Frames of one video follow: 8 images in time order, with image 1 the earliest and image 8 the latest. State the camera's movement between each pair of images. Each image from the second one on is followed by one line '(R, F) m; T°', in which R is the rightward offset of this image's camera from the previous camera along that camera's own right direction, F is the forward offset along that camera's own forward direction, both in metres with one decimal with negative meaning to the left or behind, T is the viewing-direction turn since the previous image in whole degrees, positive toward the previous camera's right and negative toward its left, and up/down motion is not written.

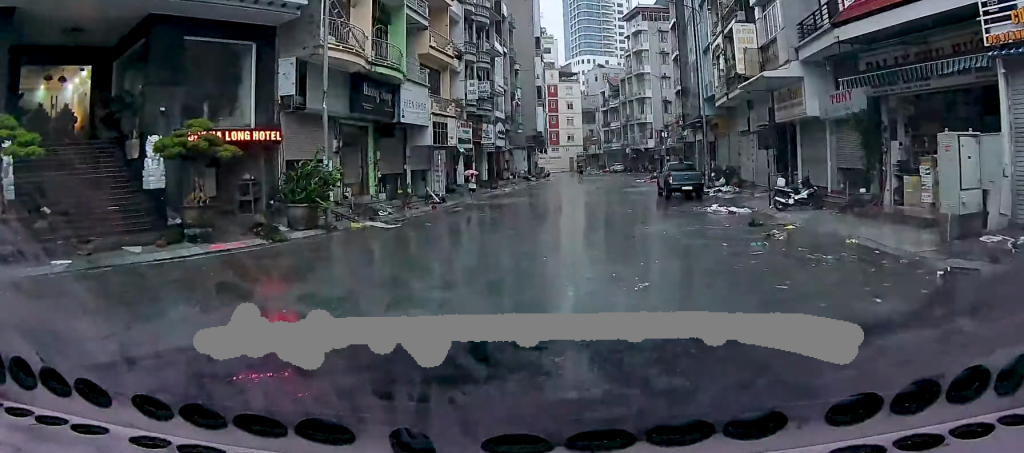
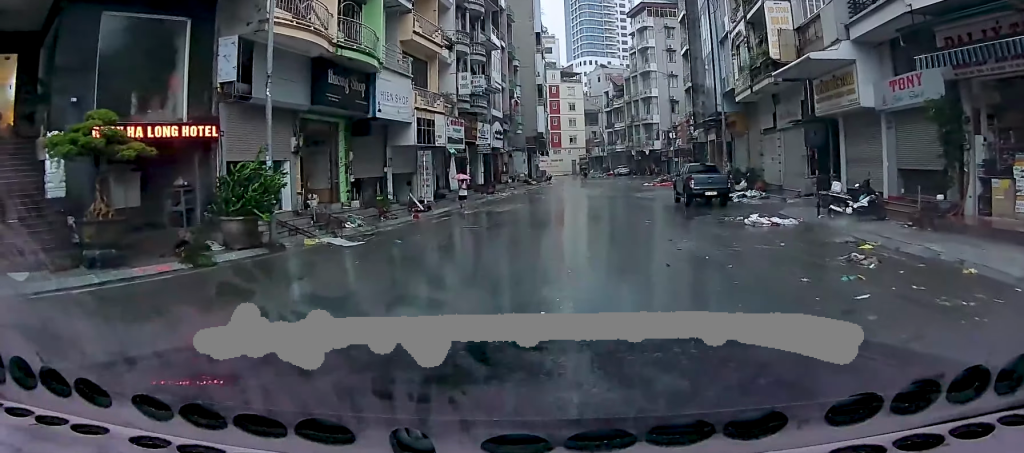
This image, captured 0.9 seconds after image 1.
(-0.1, +4.0) m; -2°
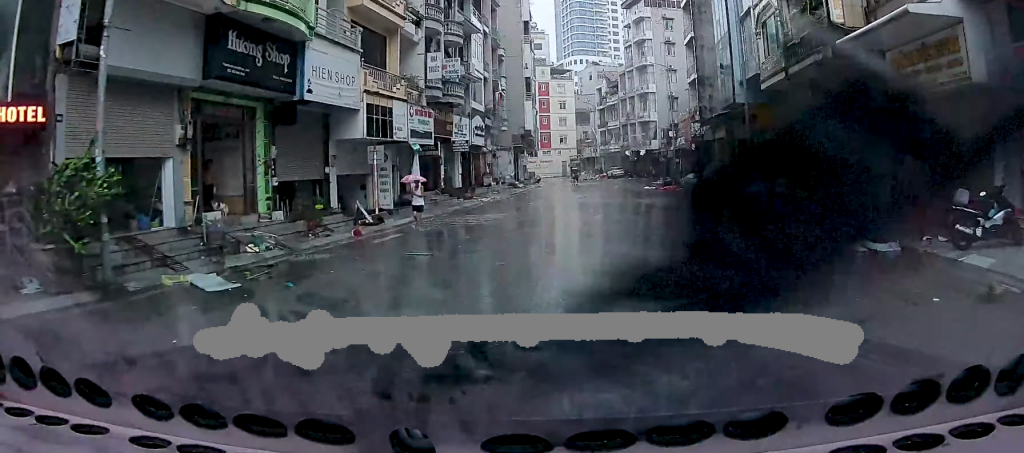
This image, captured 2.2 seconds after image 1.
(-0.1, +5.9) m; +2°
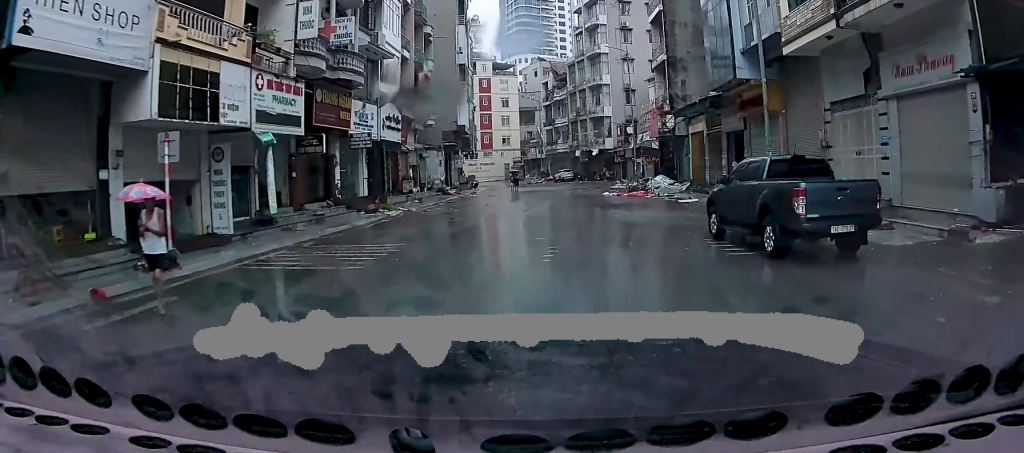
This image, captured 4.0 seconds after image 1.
(+0.6, +9.2) m; +8°
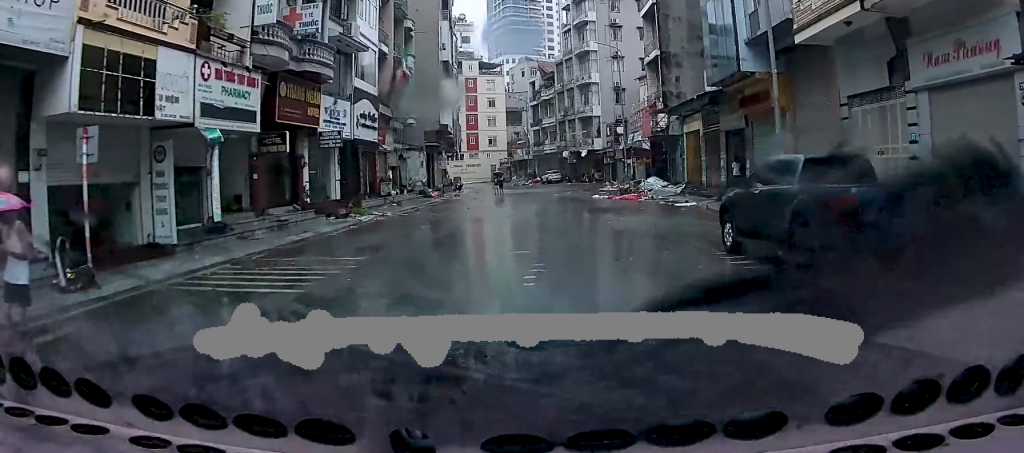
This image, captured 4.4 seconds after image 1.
(+0.1, +2.1) m; +1°
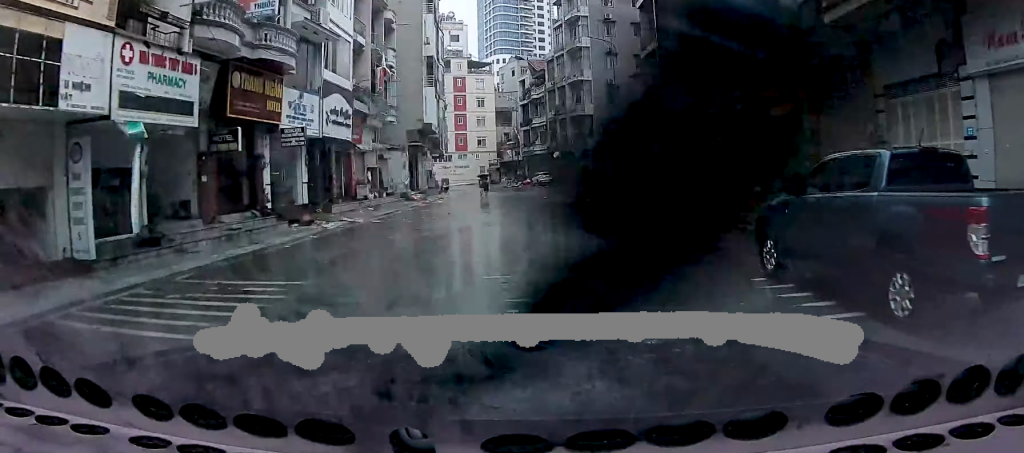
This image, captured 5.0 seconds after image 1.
(0.0, +2.7) m; 0°
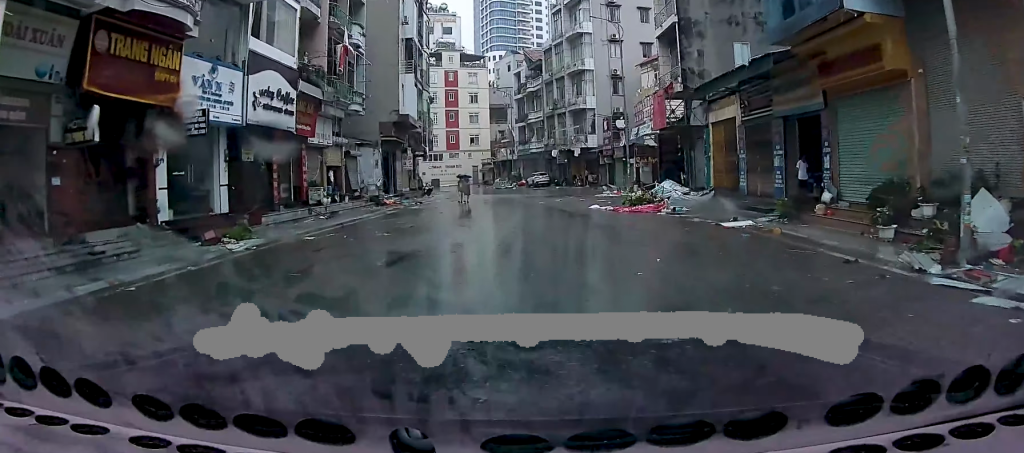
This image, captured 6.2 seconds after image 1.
(0.0, +6.4) m; +1°
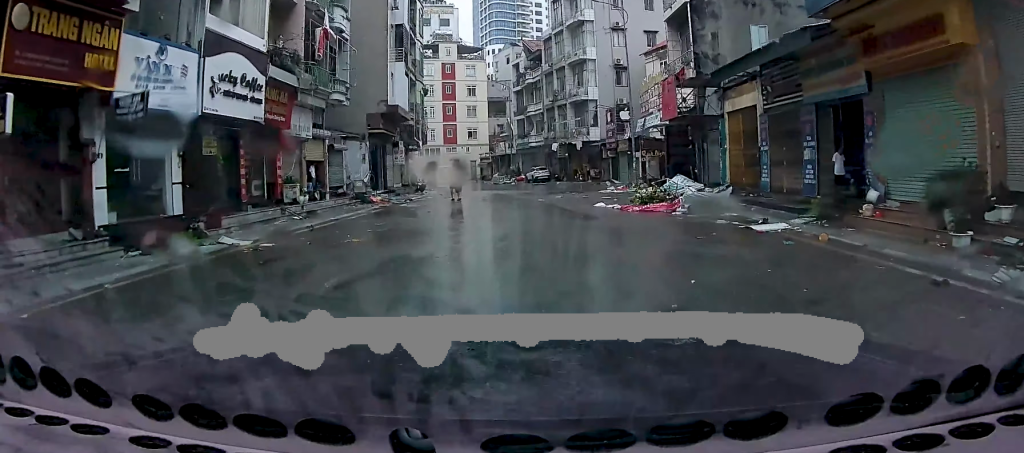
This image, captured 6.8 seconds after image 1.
(0.0, +2.7) m; 0°
